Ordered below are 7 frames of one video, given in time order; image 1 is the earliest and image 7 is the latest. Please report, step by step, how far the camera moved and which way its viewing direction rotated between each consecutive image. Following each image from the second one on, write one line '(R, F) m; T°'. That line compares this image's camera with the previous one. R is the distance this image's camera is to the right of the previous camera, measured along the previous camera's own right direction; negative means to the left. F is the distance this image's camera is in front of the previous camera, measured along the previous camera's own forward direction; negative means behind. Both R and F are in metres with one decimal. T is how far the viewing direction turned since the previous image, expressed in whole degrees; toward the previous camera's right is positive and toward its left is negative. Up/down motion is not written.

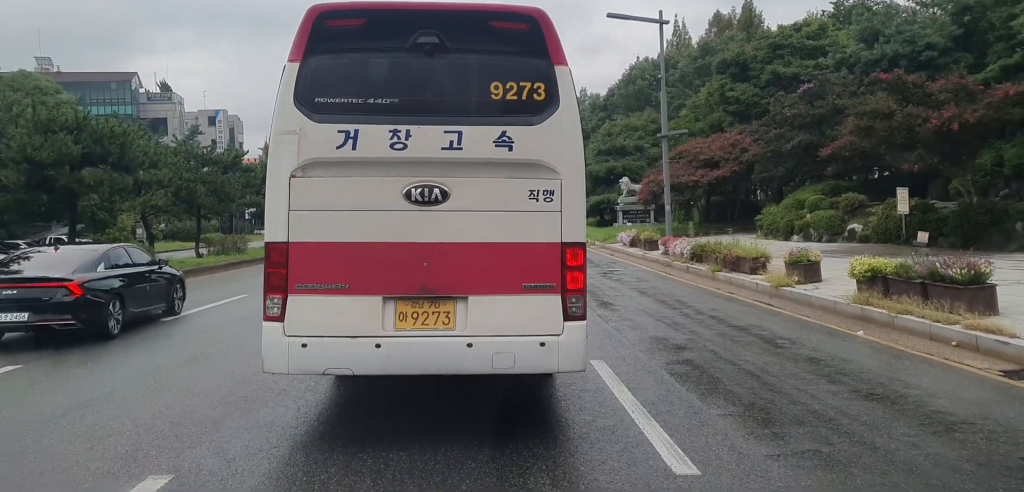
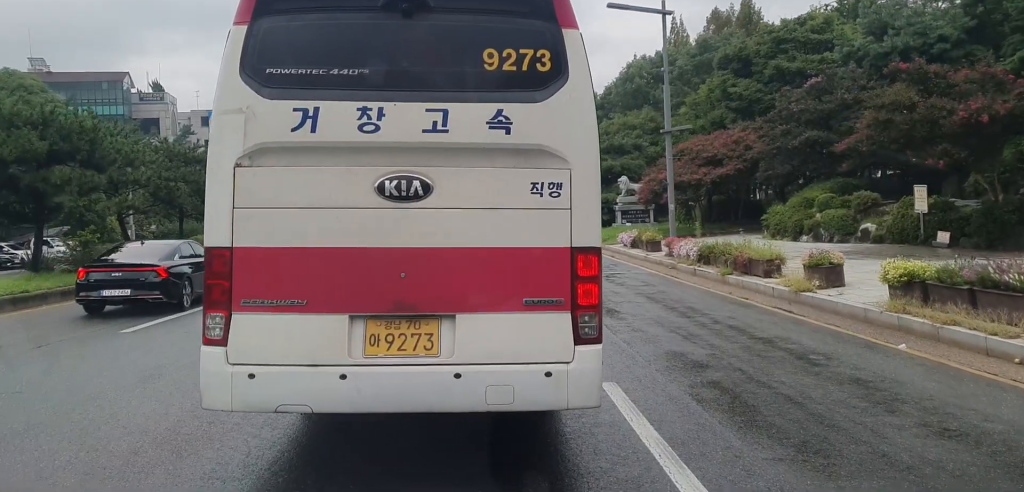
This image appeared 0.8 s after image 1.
(+0.2, +0.7) m; 0°
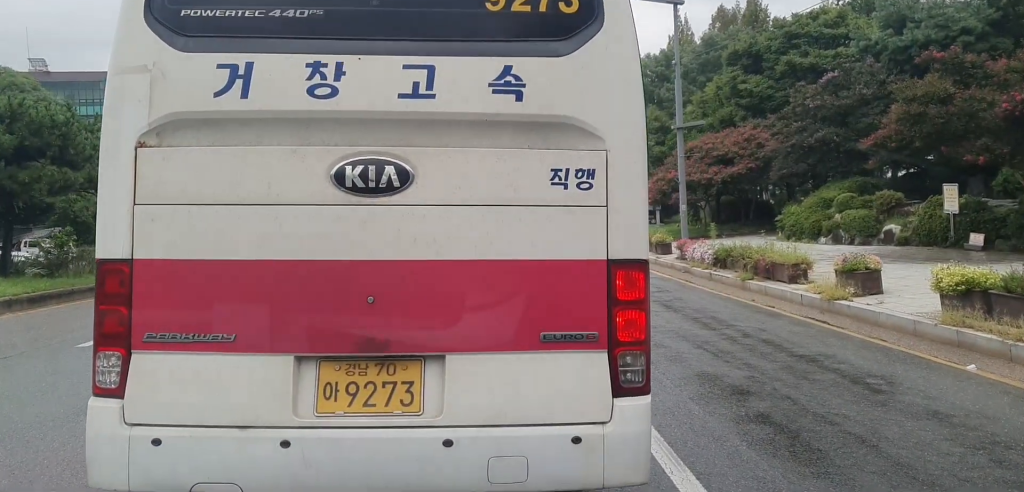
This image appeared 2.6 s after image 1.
(+0.1, +1.4) m; 0°
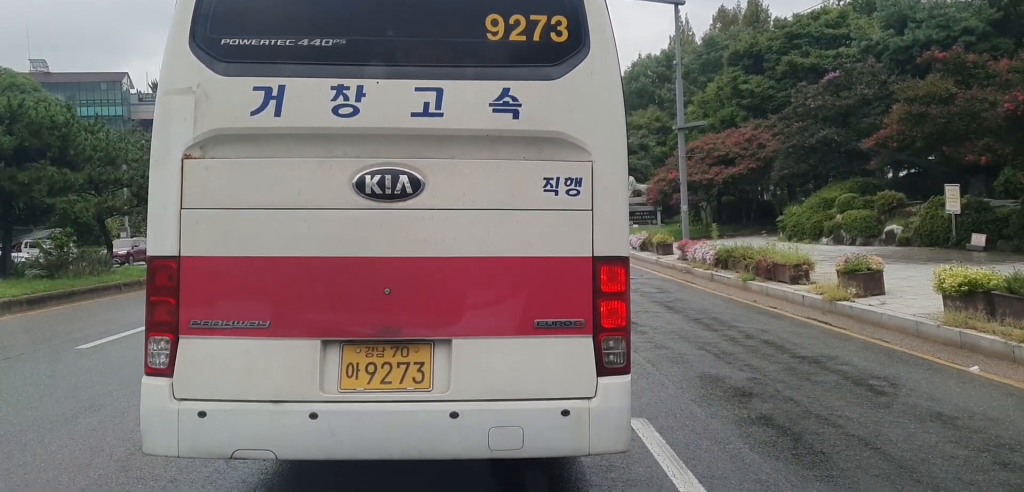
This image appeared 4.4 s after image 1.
(-0.1, +1.3) m; 0°
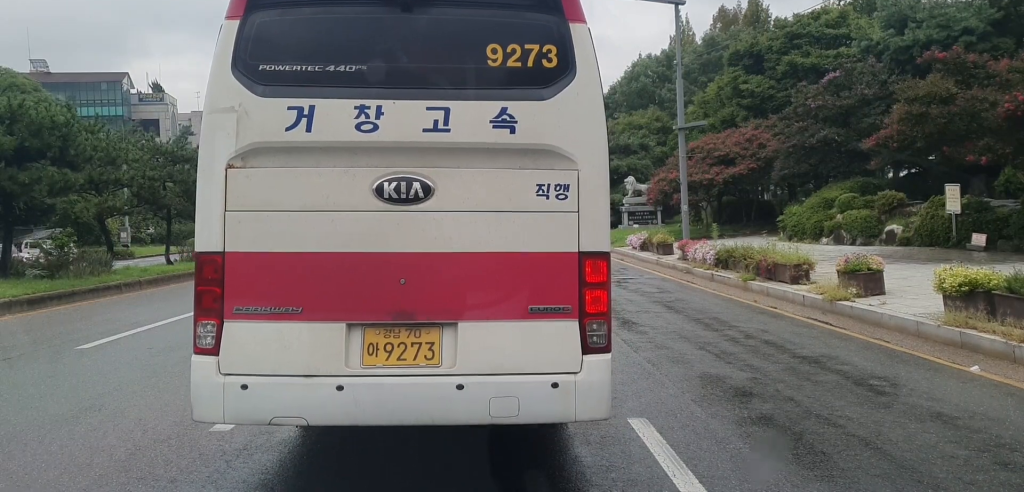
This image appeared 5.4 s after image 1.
(-0.1, +0.7) m; 0°
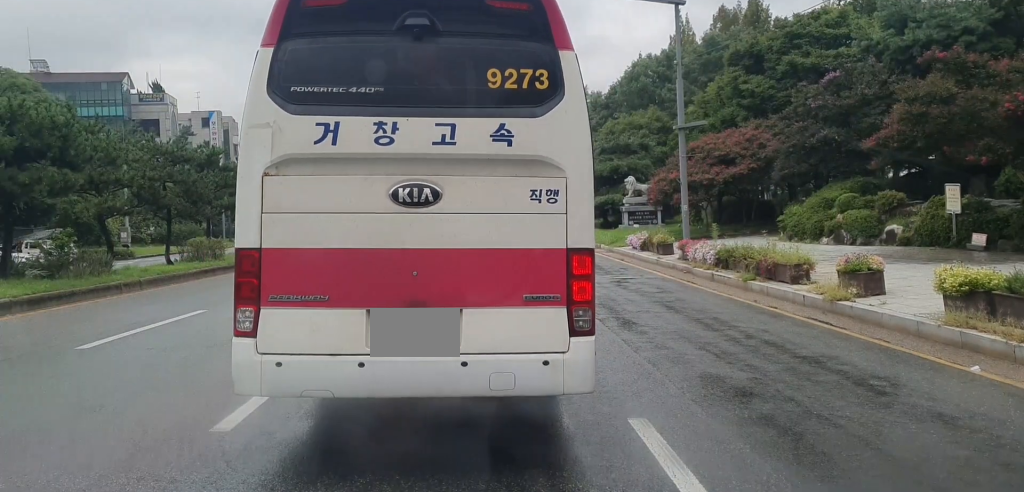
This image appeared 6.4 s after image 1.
(-0.1, +0.6) m; 0°
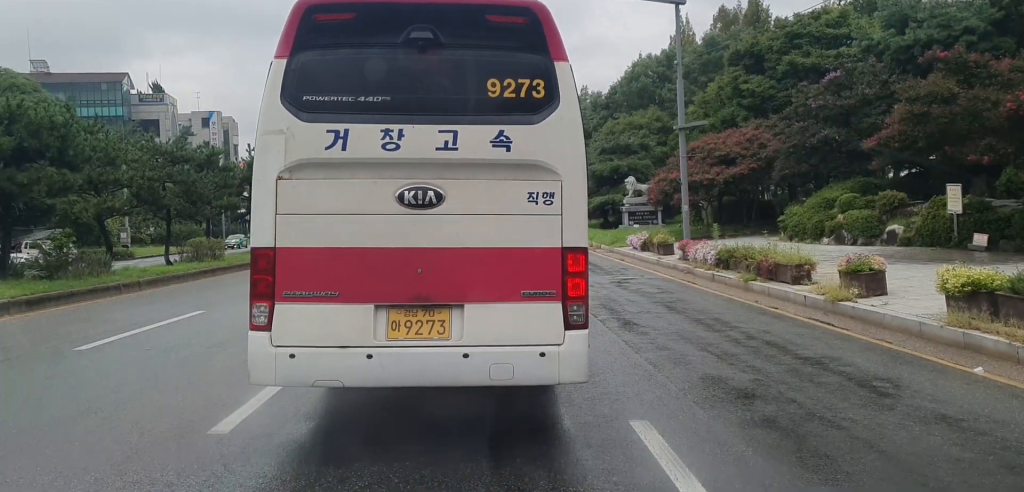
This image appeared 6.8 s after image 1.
(0.0, +0.3) m; 0°
